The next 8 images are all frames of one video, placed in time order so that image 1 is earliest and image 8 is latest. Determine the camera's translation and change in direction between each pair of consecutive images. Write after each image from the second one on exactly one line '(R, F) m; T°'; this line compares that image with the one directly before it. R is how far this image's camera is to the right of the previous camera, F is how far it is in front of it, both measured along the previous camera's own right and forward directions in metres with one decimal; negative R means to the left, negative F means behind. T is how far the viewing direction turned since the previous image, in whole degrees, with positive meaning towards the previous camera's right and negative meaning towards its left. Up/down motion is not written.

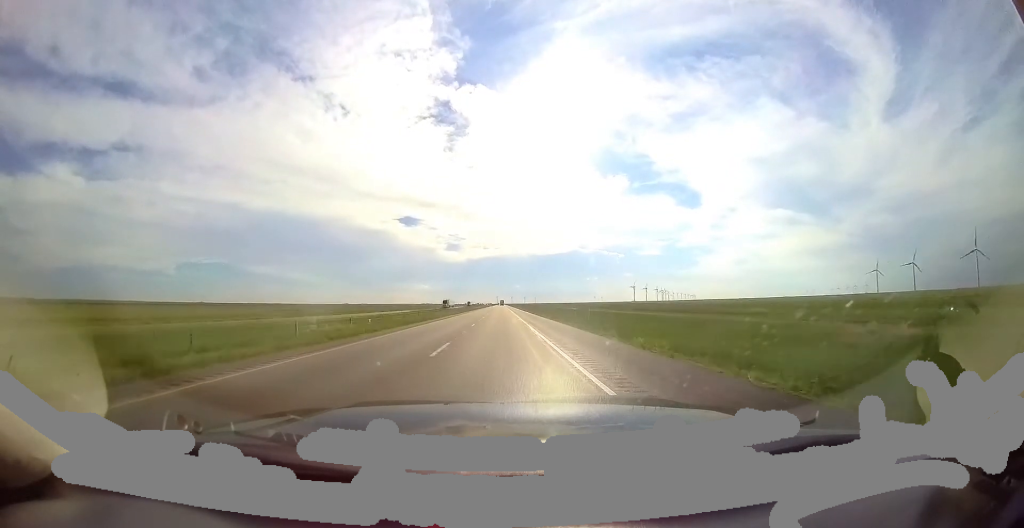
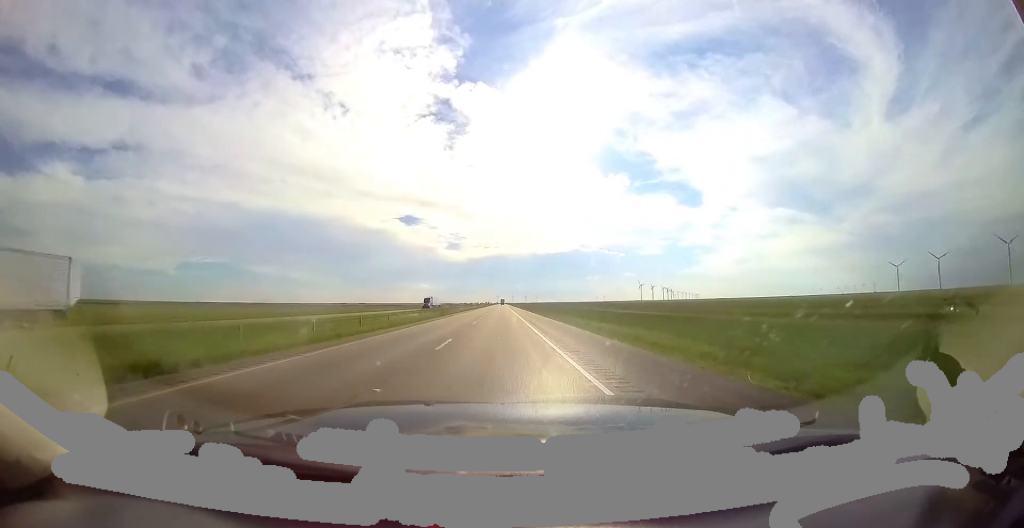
(-0.4, +84.5) m; 0°
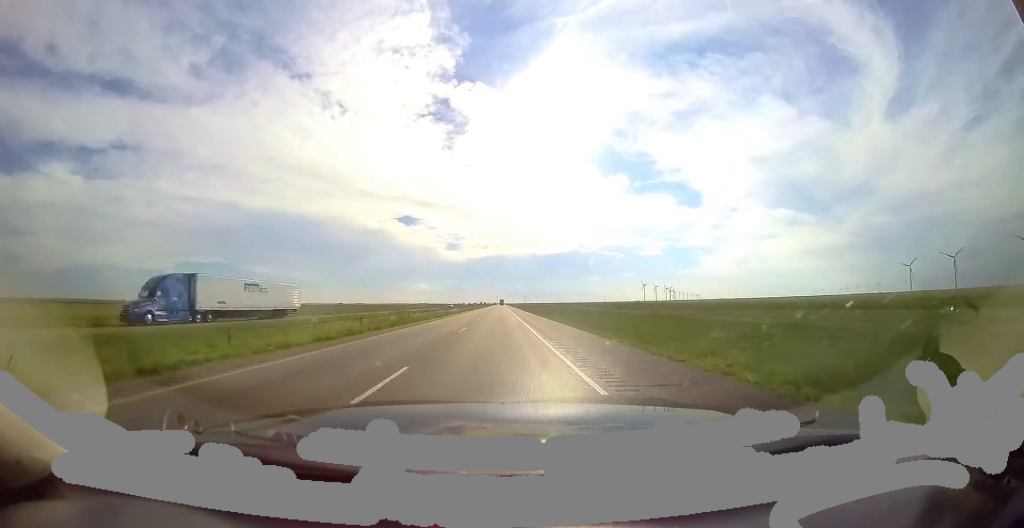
(+0.2, +54.8) m; 0°
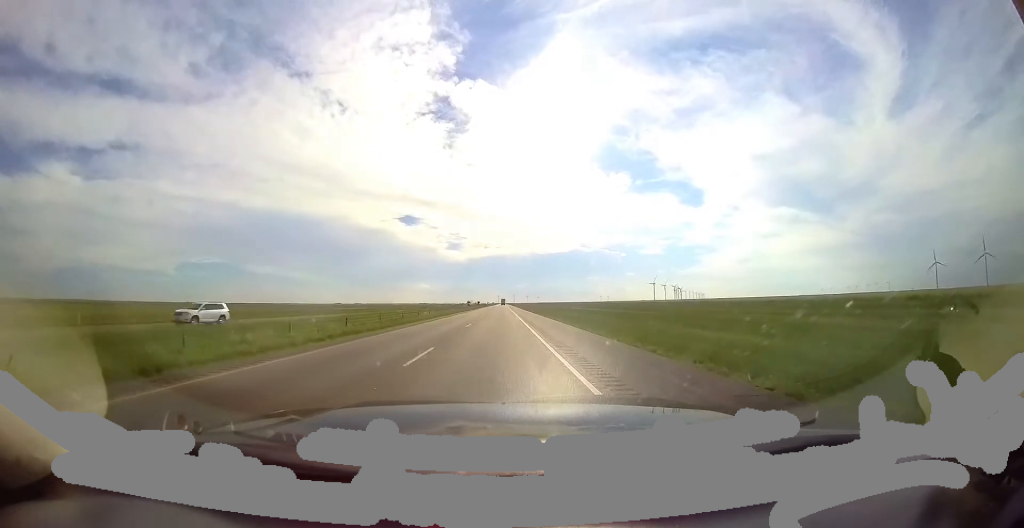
(-0.4, +95.0) m; -1°
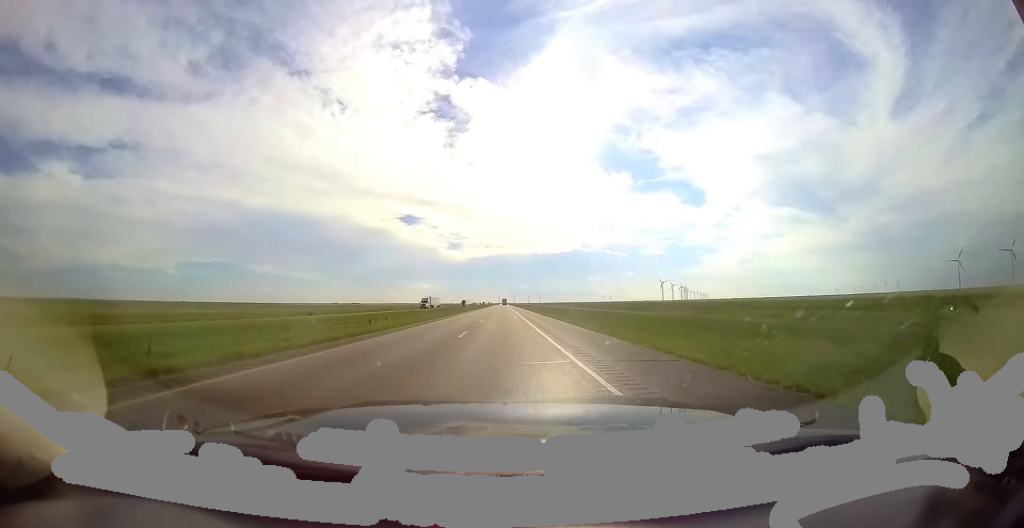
(-0.3, +80.2) m; 0°
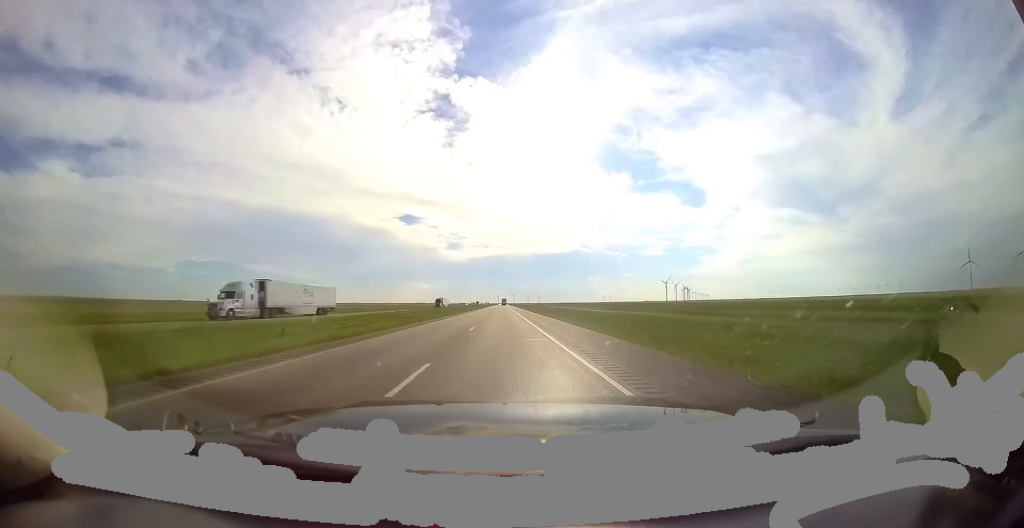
(0.0, +47.5) m; 0°
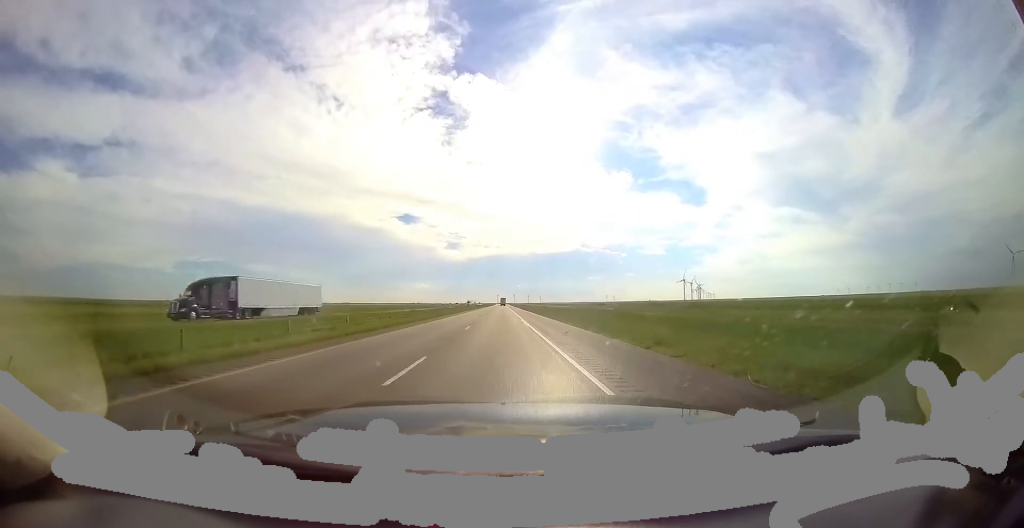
(-0.4, +159.1) m; 0°
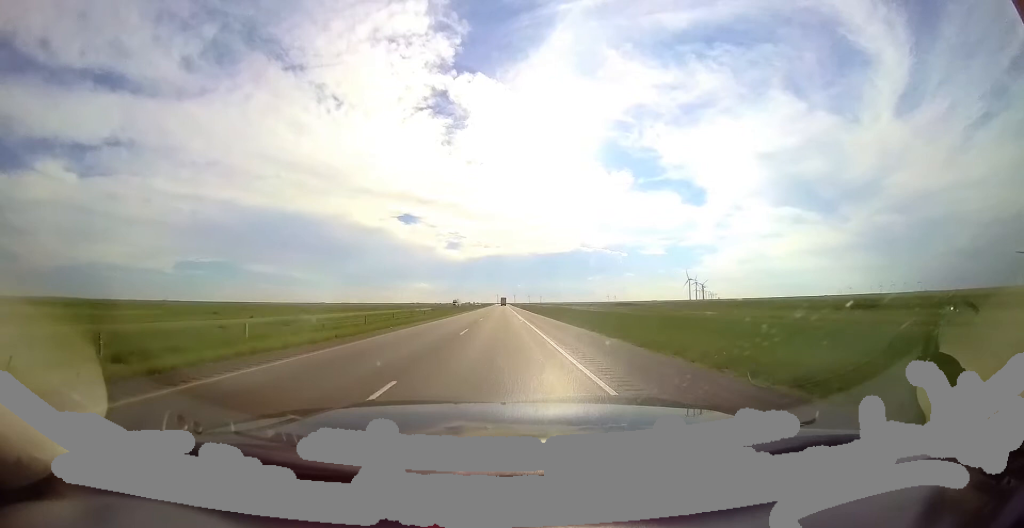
(-0.3, +39.5) m; +1°
